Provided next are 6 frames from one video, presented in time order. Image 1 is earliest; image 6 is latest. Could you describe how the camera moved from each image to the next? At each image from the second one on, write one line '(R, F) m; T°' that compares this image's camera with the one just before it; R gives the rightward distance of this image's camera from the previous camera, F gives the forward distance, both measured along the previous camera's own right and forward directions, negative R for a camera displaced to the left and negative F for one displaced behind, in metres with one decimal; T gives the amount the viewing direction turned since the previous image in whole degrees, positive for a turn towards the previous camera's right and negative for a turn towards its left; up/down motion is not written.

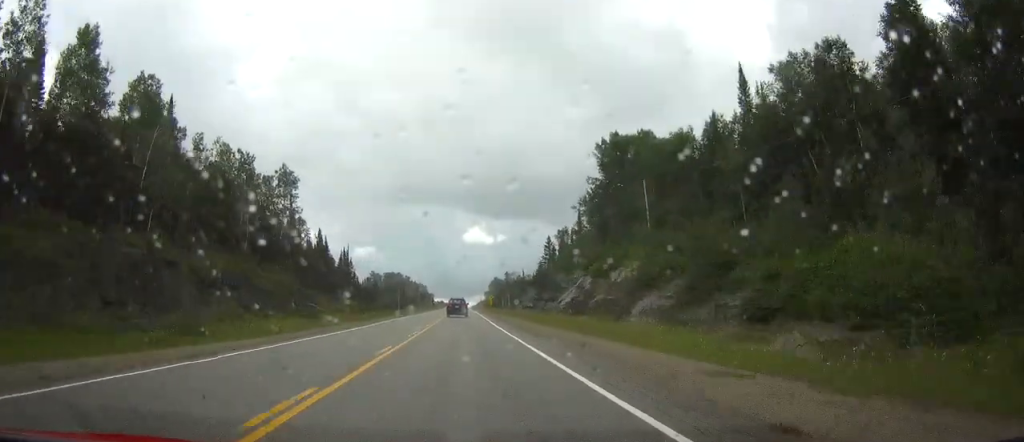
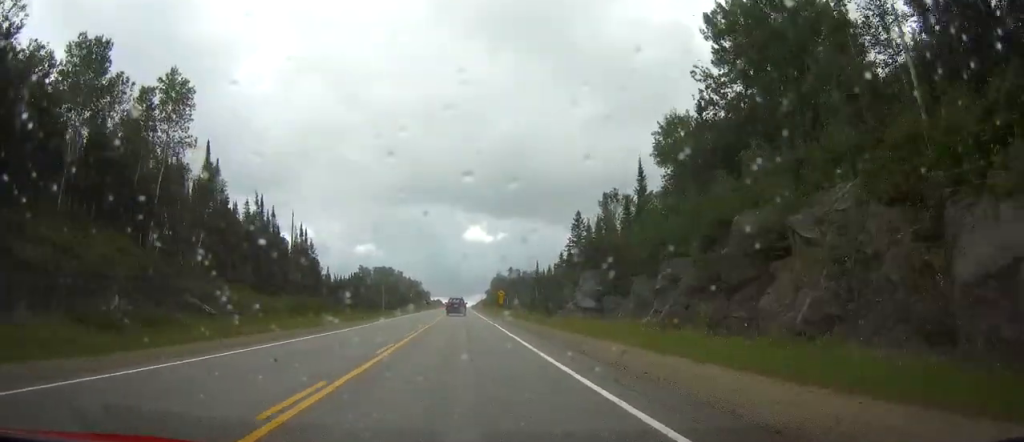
(0.0, +44.5) m; 0°
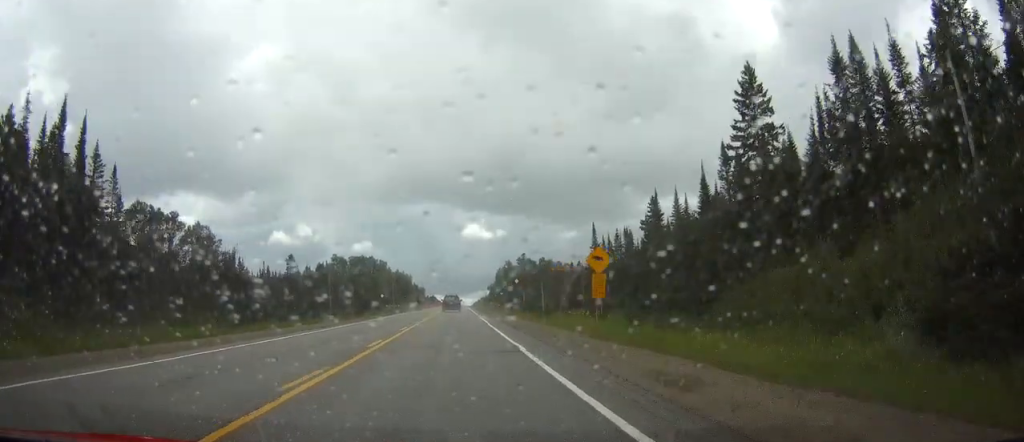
(+0.2, +79.5) m; 0°
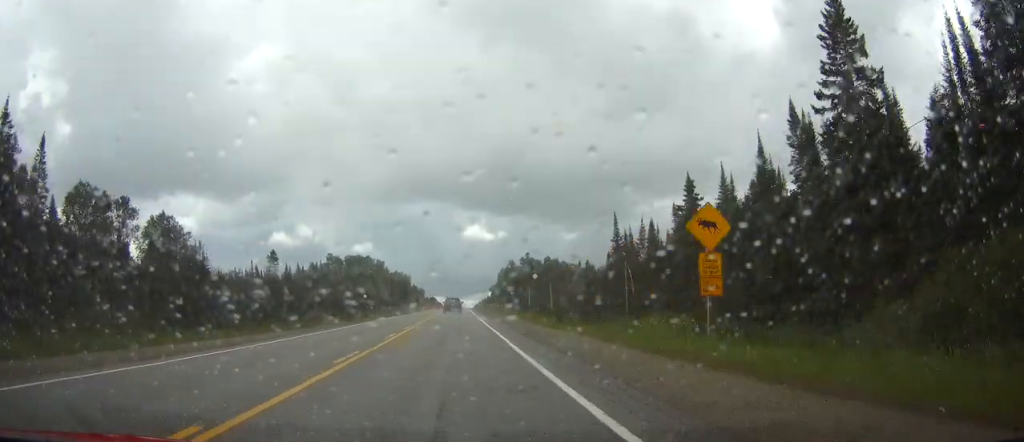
(0.0, +13.8) m; 0°
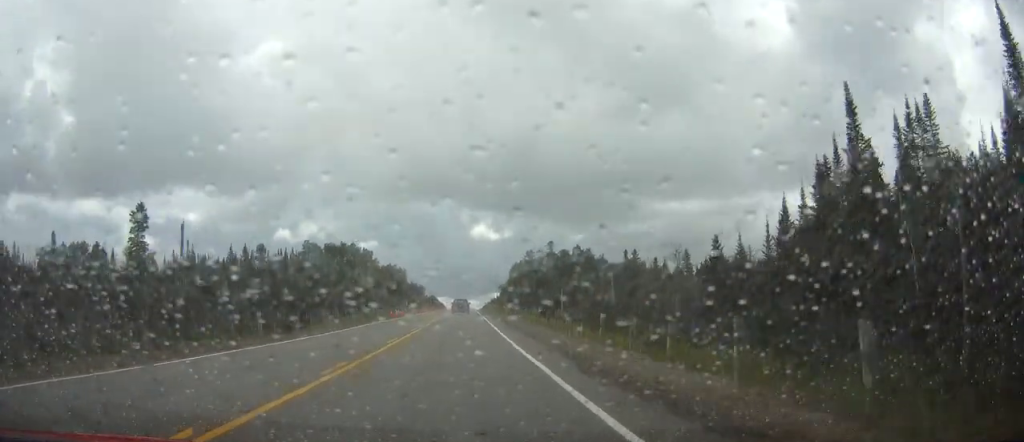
(-0.3, +55.2) m; 0°
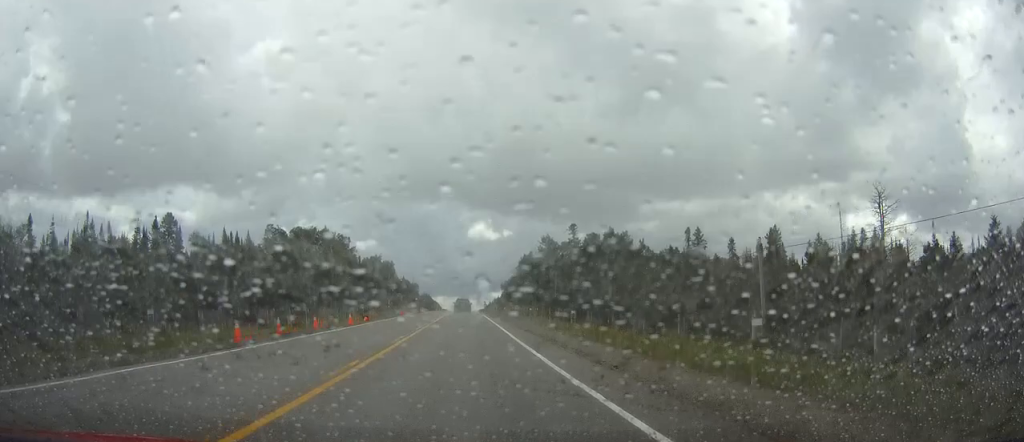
(0.0, +46.7) m; 0°
